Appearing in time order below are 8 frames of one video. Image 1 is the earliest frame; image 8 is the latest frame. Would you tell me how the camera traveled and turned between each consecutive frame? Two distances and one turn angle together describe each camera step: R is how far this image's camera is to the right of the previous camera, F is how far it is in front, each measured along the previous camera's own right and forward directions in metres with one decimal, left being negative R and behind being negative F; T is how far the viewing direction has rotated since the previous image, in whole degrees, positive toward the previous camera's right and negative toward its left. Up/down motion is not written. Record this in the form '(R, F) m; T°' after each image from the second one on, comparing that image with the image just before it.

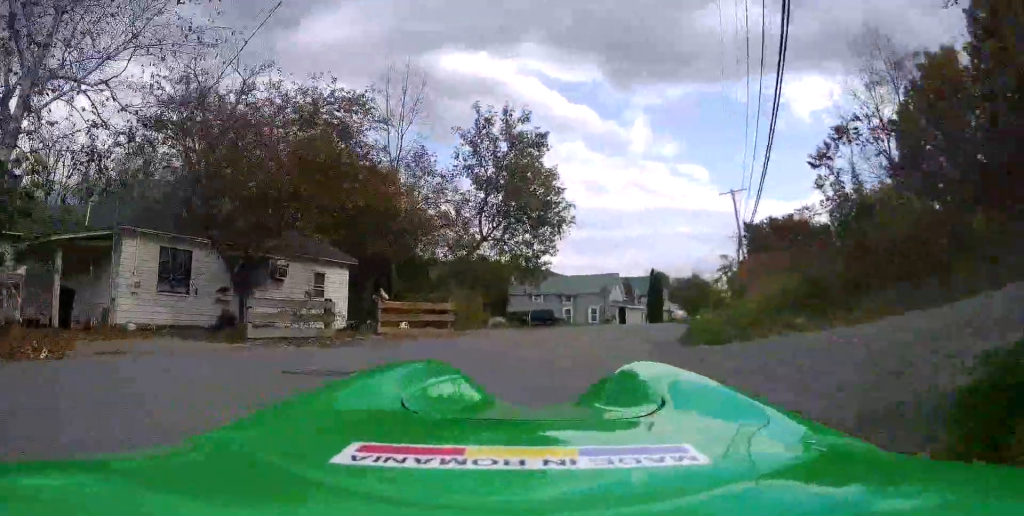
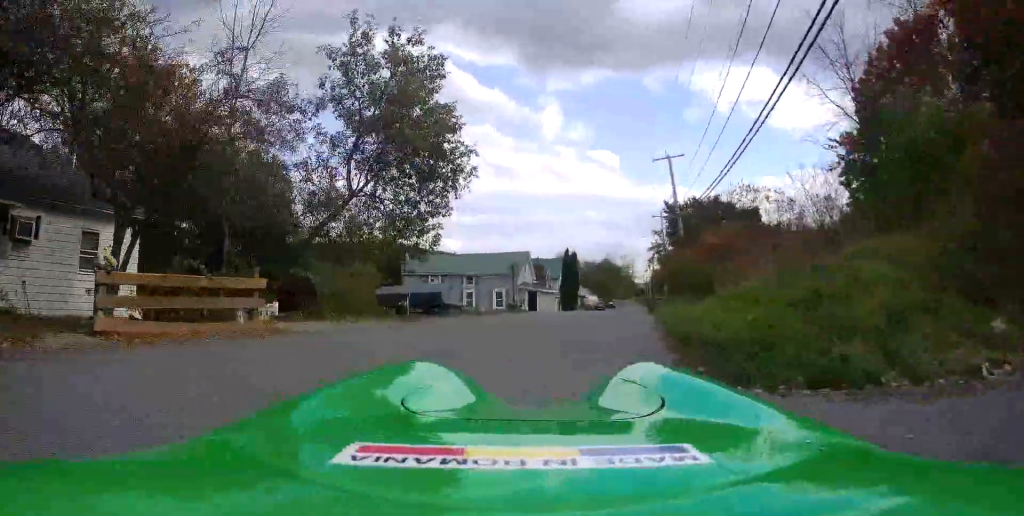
(+1.0, +8.6) m; +3°
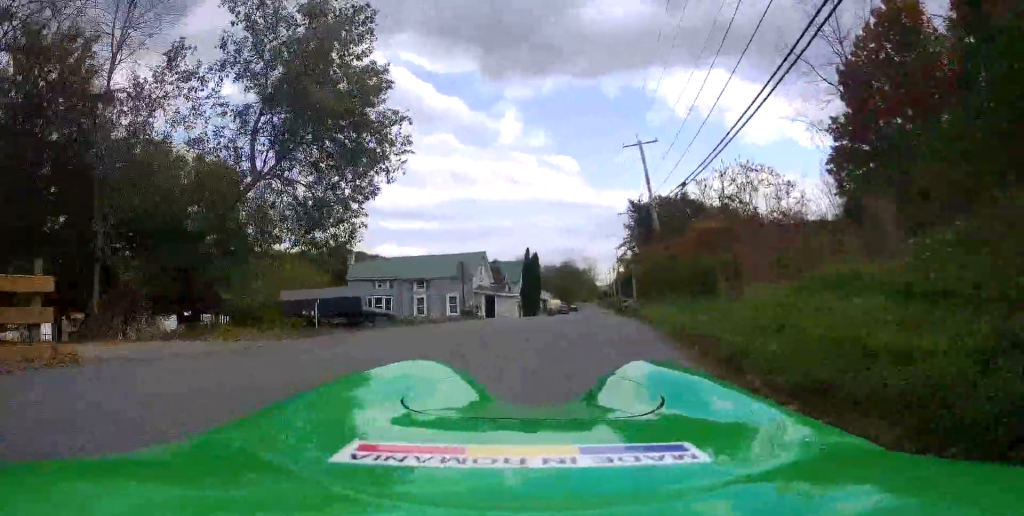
(+0.2, +5.4) m; +1°
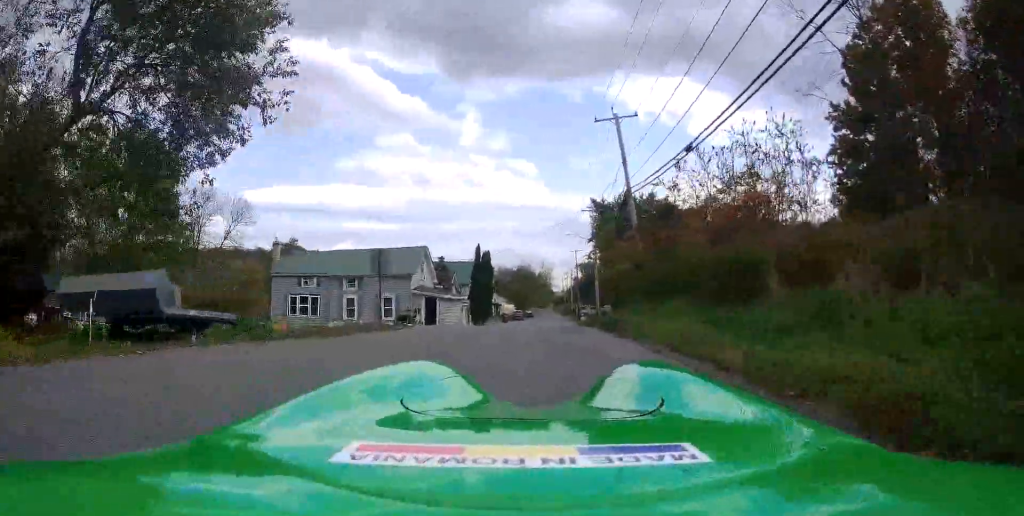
(-0.8, +7.5) m; +2°
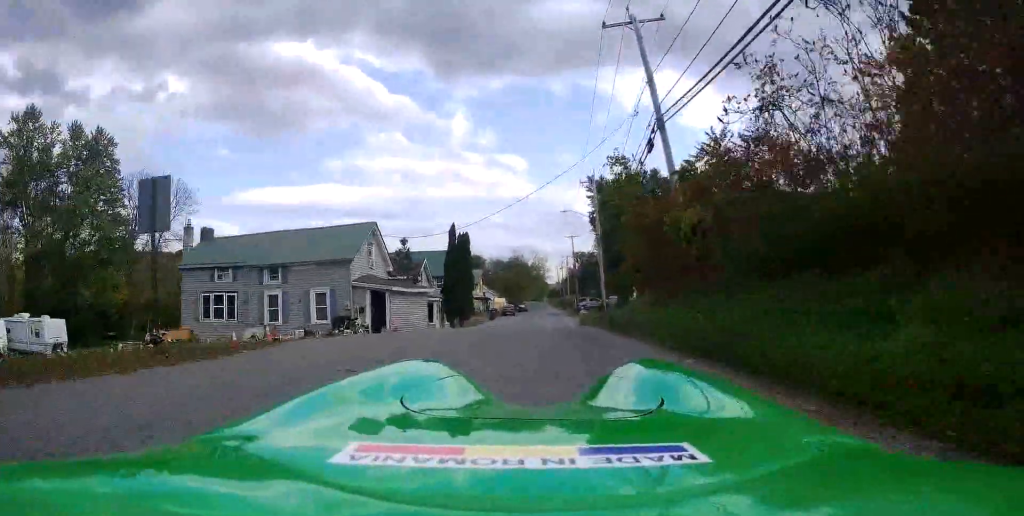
(+1.4, +12.1) m; +9°
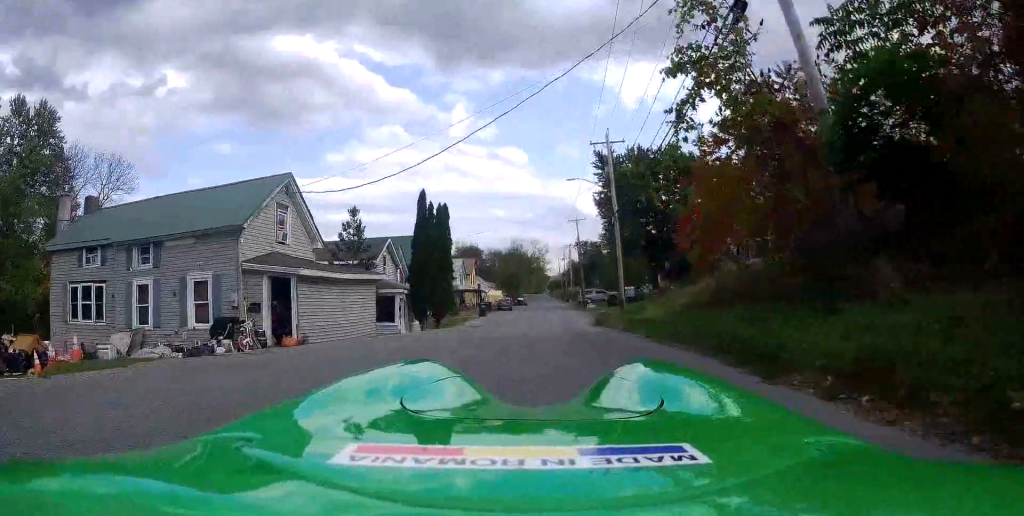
(0.0, +11.7) m; +1°
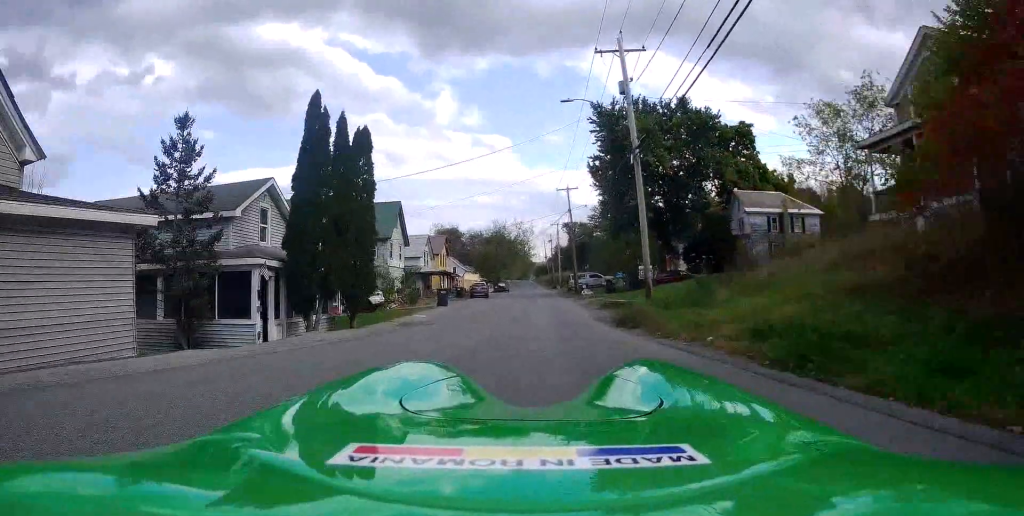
(+0.6, +14.4) m; +3°
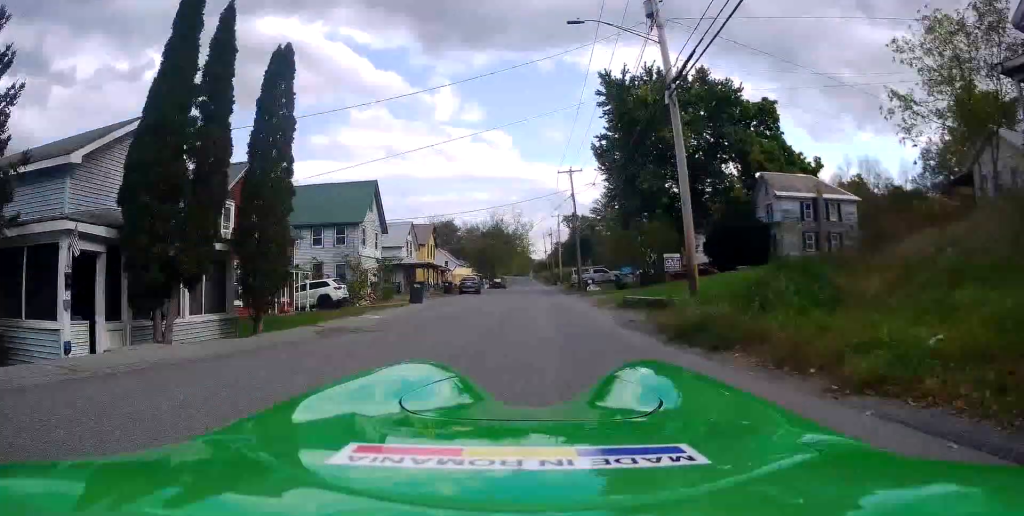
(-0.1, +7.5) m; 0°
